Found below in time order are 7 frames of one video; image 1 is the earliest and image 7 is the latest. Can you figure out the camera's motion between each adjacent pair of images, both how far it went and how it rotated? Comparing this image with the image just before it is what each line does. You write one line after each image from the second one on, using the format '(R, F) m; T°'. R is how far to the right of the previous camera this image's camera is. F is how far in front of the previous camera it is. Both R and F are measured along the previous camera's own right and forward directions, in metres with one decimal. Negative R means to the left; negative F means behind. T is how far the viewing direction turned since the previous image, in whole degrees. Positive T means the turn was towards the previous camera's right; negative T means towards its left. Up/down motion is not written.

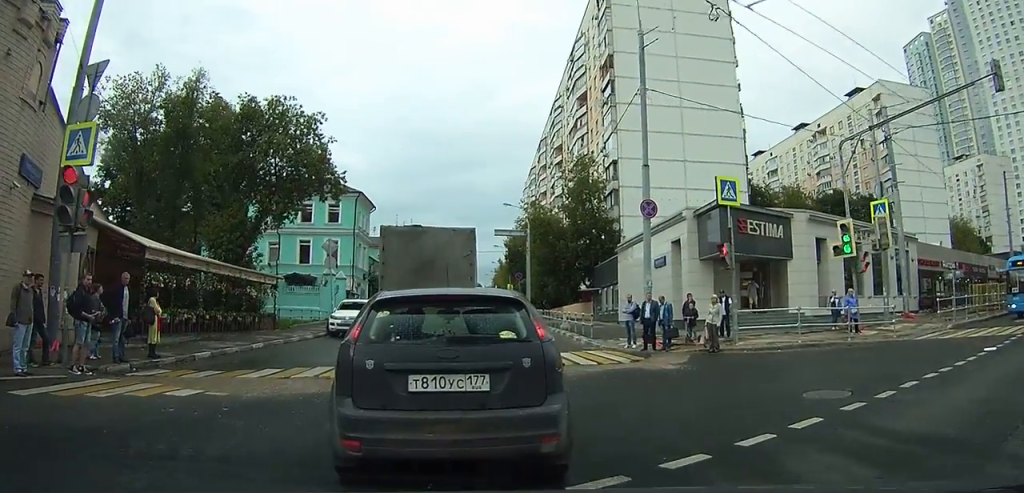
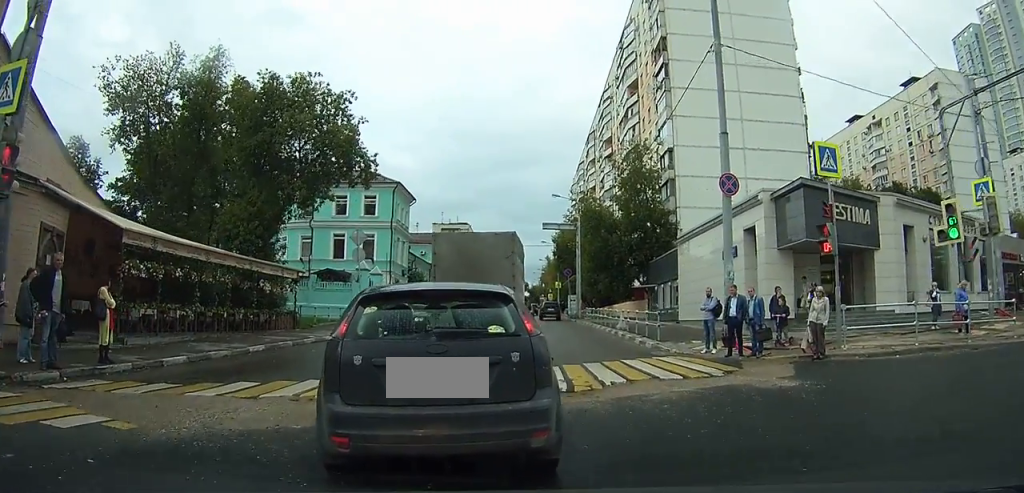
(-0.2, +3.7) m; -3°
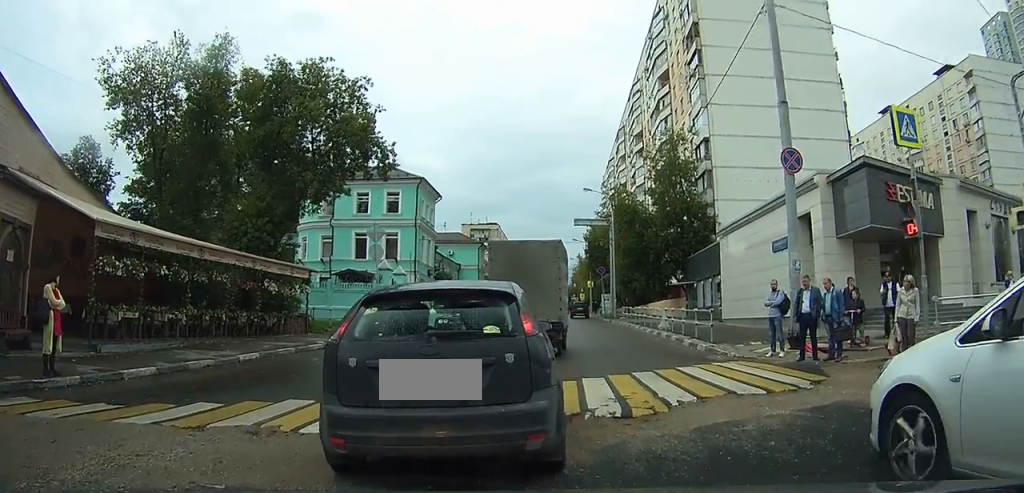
(0.0, +2.1) m; -1°
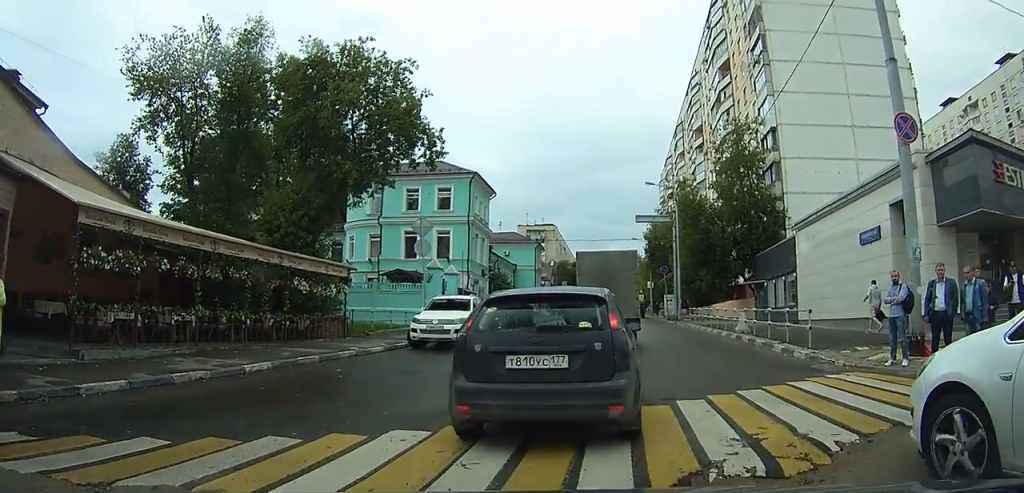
(0.0, +2.4) m; -3°
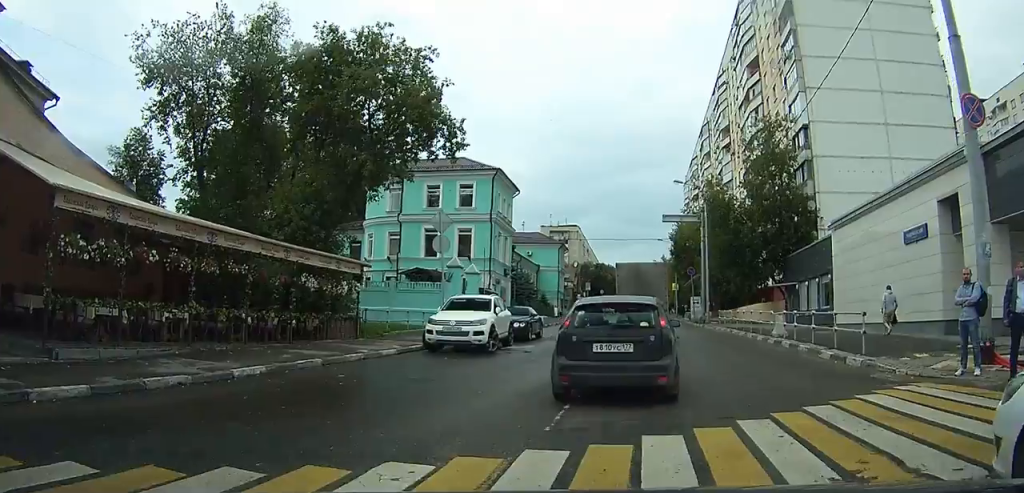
(-0.1, +1.6) m; 0°
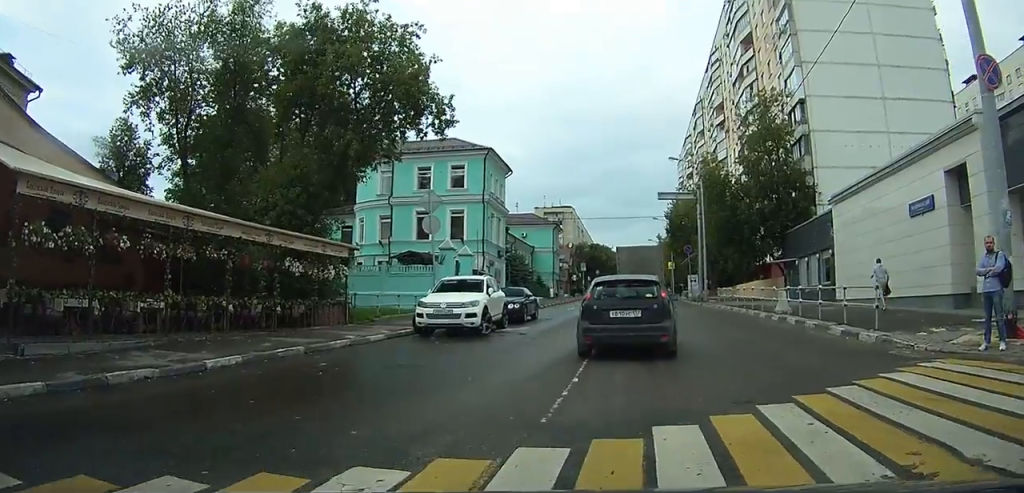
(0.0, +1.0) m; 0°
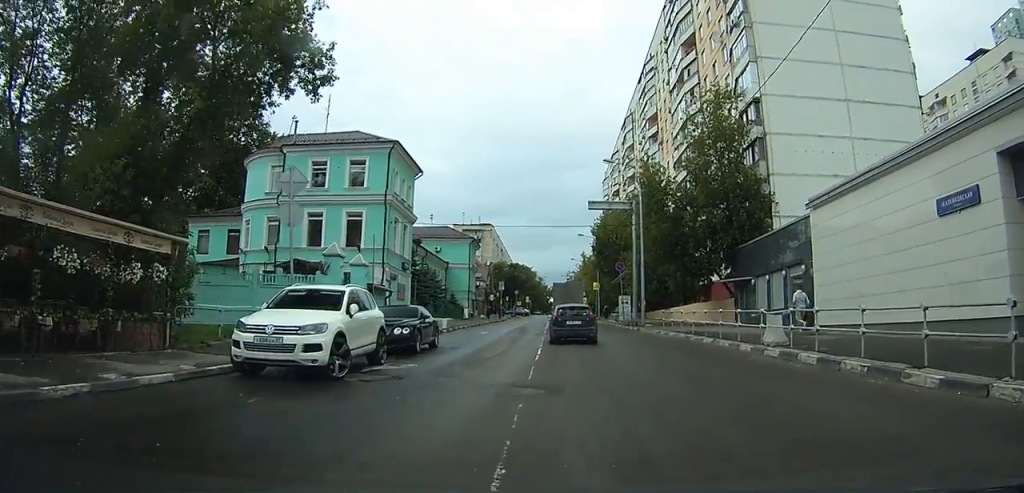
(+0.4, +7.1) m; +6°
